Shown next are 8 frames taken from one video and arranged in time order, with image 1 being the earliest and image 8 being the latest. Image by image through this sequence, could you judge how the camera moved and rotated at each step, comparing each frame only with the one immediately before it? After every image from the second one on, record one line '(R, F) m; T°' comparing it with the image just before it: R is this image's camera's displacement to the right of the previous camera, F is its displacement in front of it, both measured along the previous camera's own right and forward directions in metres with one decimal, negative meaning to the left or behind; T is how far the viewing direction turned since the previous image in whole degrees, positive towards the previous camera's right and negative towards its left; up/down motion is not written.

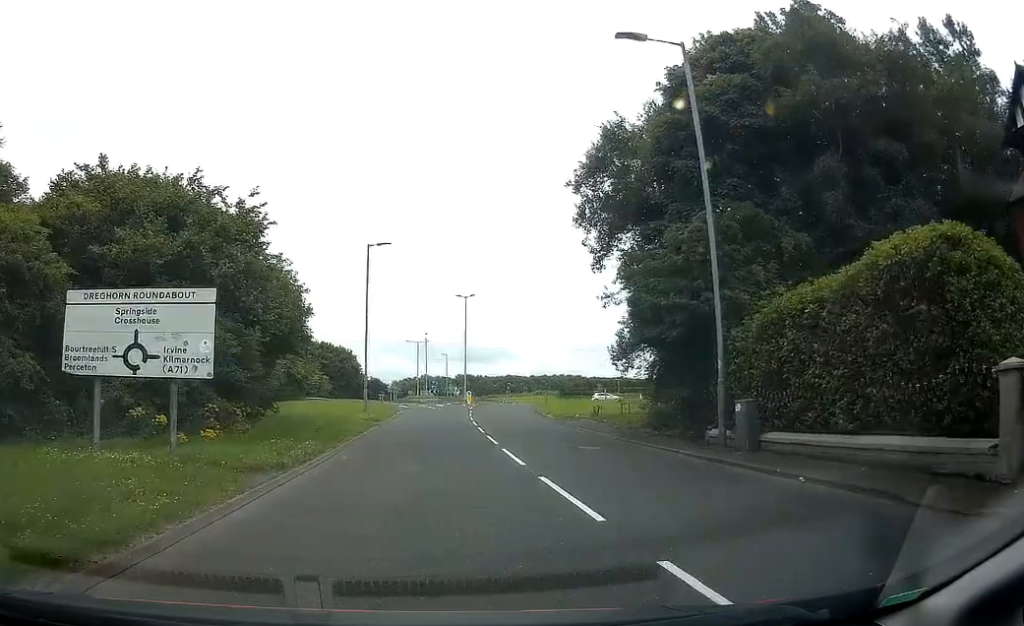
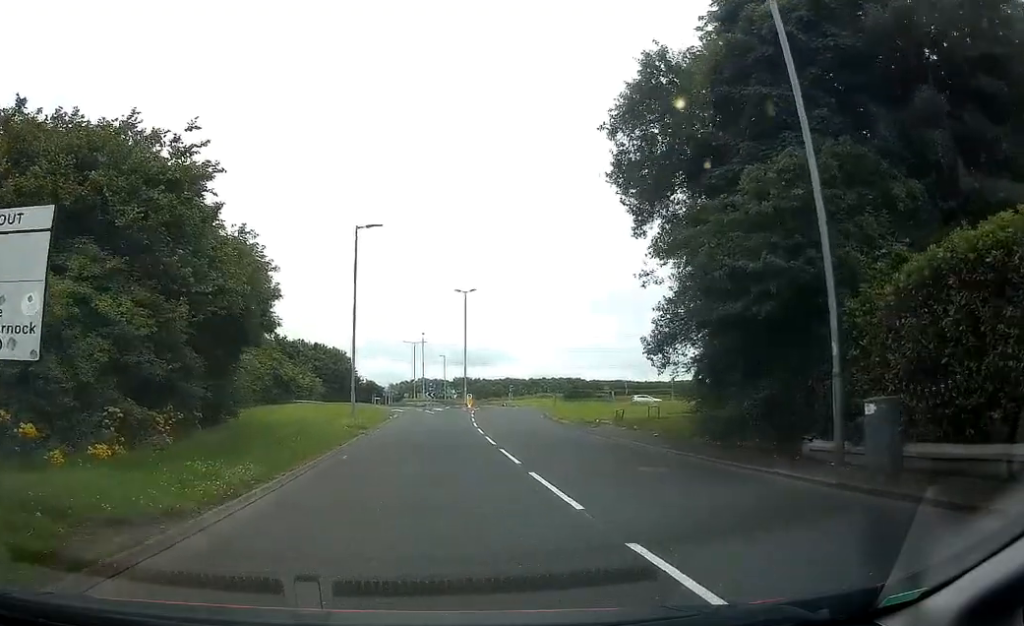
(+0.2, +5.2) m; +1°
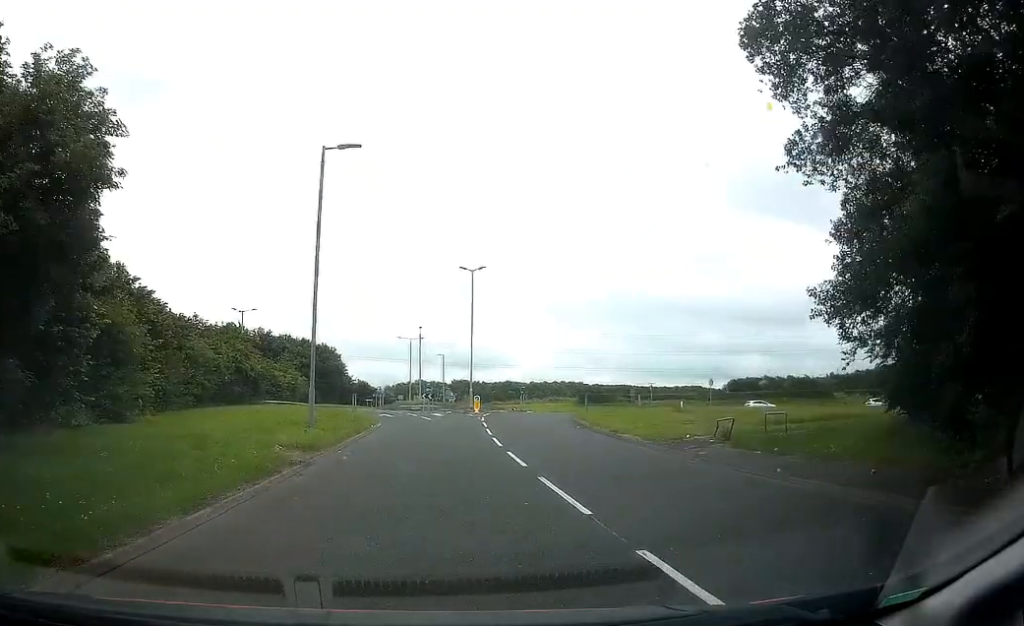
(0.0, +12.1) m; -2°
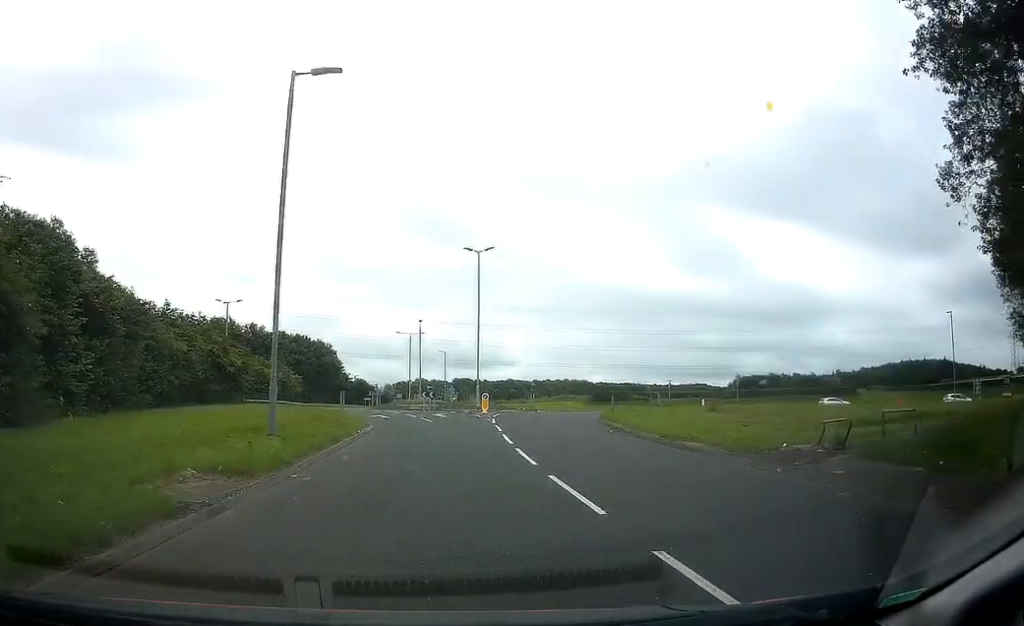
(-0.3, +5.7) m; 0°
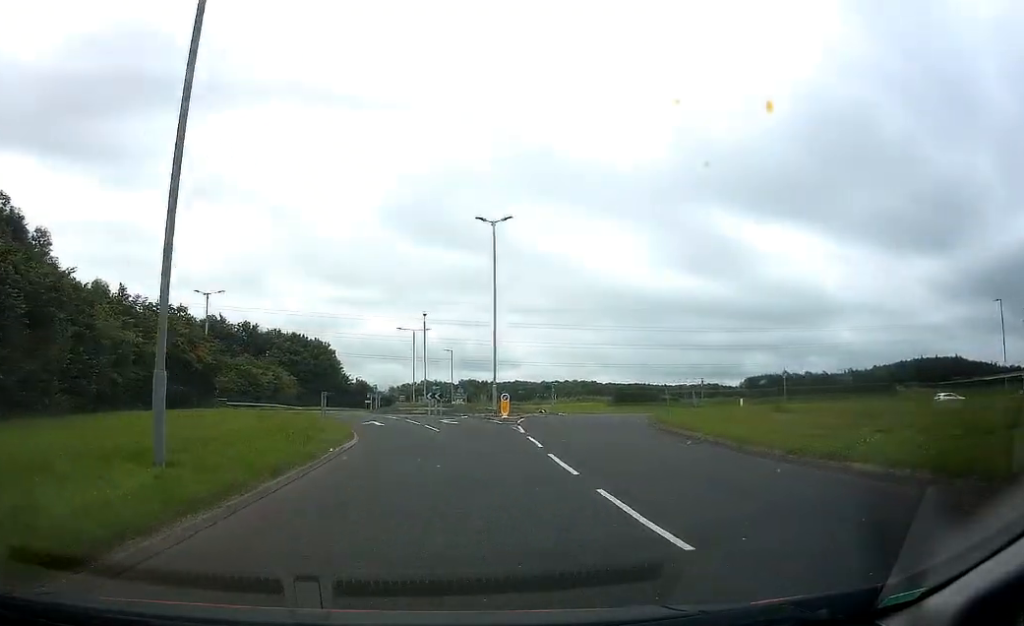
(+0.1, +8.0) m; 0°
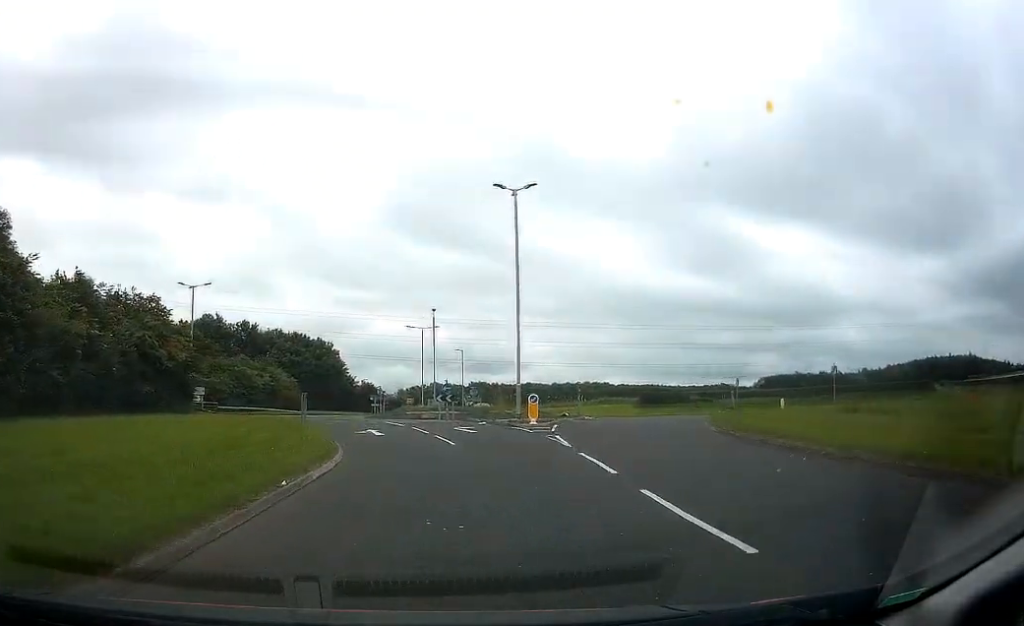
(+0.1, +6.2) m; +1°
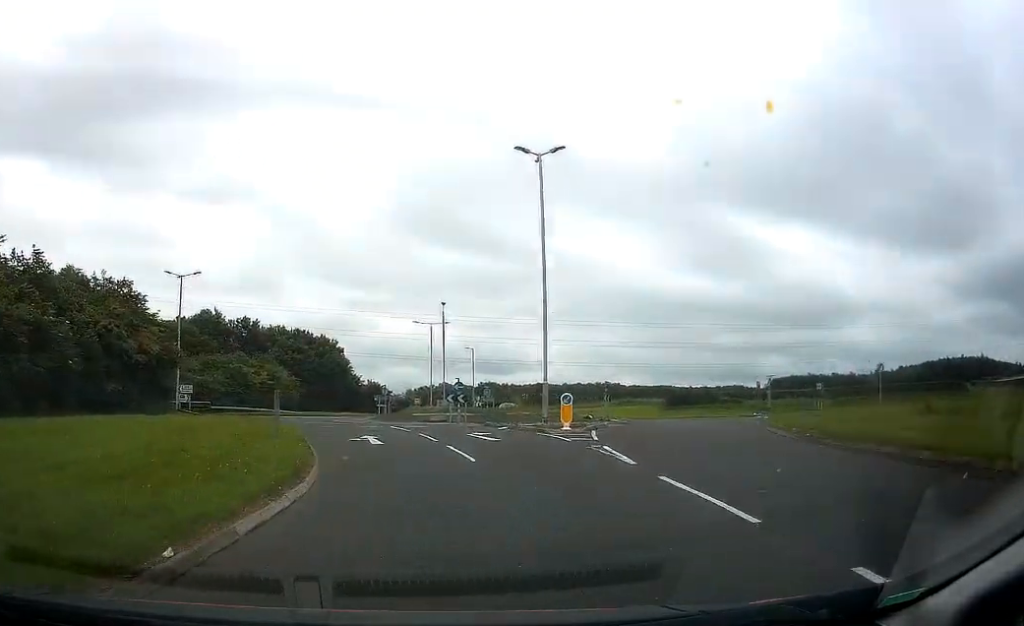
(-0.3, +4.9) m; +2°
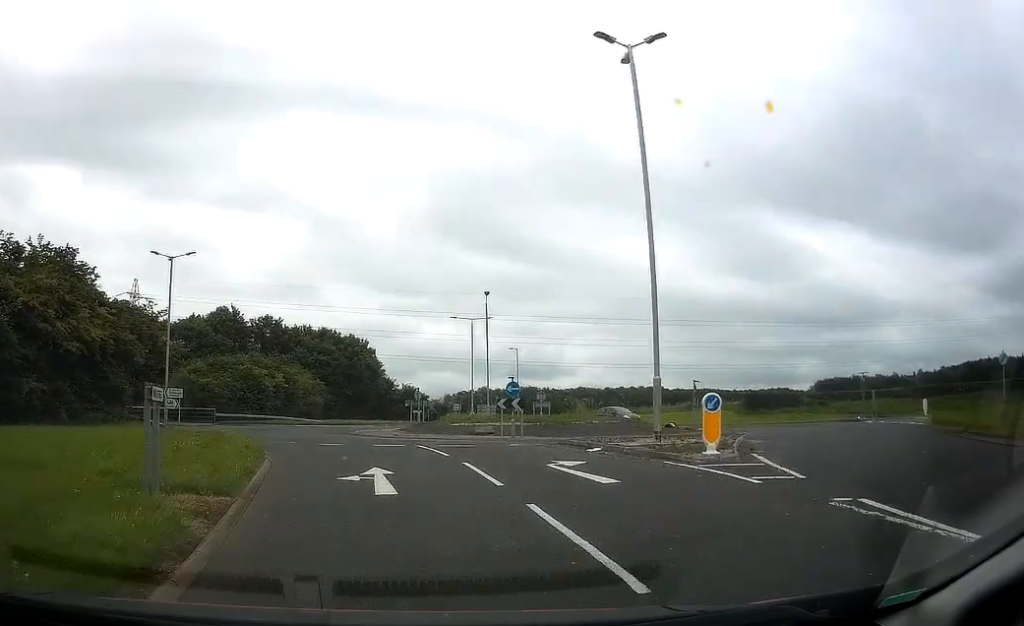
(+0.8, +8.9) m; 0°
